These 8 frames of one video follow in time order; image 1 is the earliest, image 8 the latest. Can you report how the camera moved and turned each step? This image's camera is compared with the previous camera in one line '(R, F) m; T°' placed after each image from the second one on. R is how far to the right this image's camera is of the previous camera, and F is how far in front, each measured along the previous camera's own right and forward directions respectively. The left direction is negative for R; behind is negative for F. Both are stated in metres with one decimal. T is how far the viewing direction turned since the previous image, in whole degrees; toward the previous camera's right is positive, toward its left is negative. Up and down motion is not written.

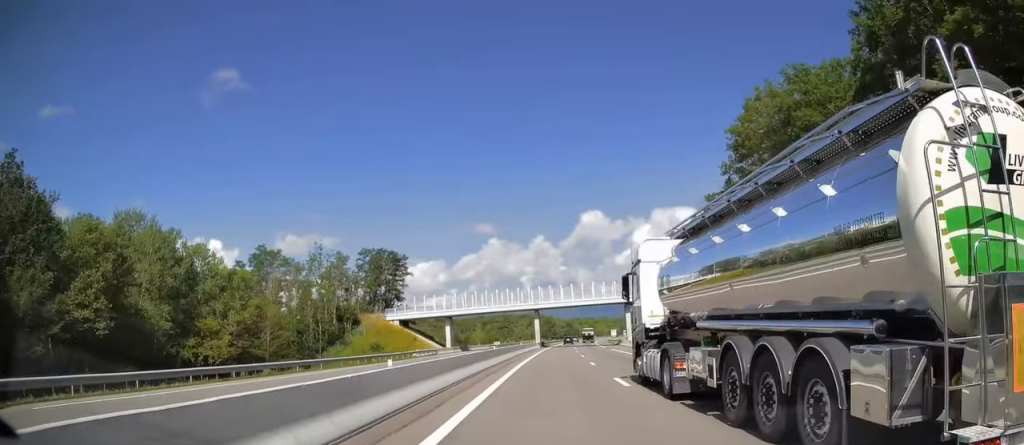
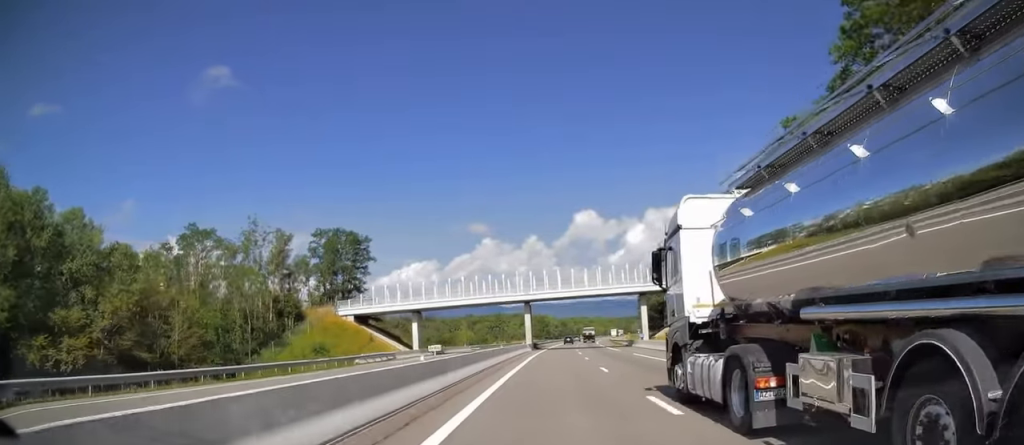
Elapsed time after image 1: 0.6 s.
(+0.3, +18.9) m; +1°
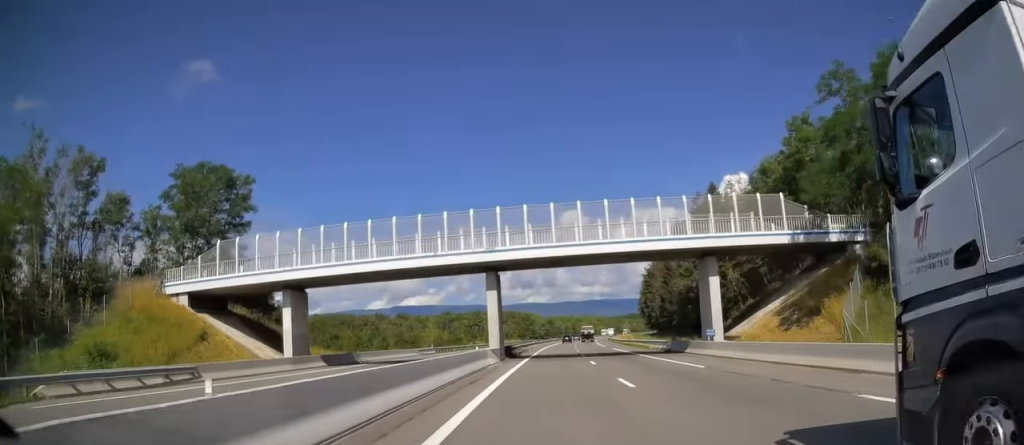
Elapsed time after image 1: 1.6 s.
(0.0, +33.0) m; +1°
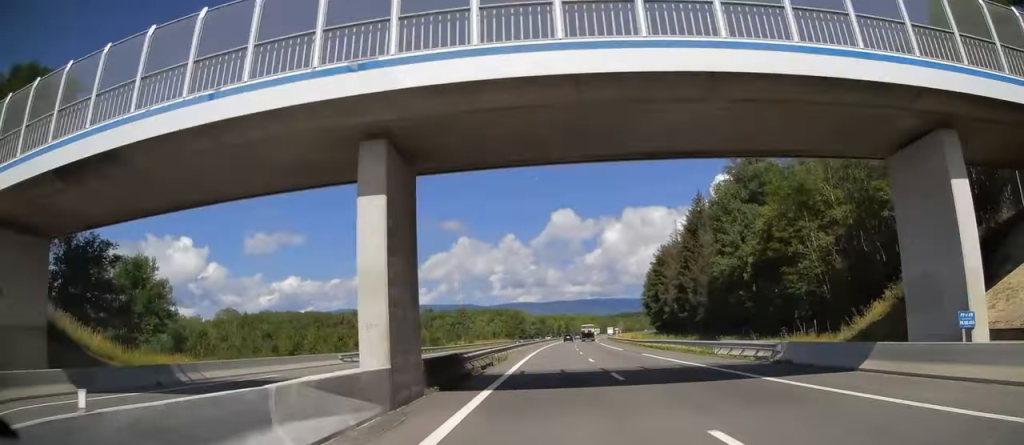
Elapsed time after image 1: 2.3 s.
(+0.4, +23.7) m; +1°
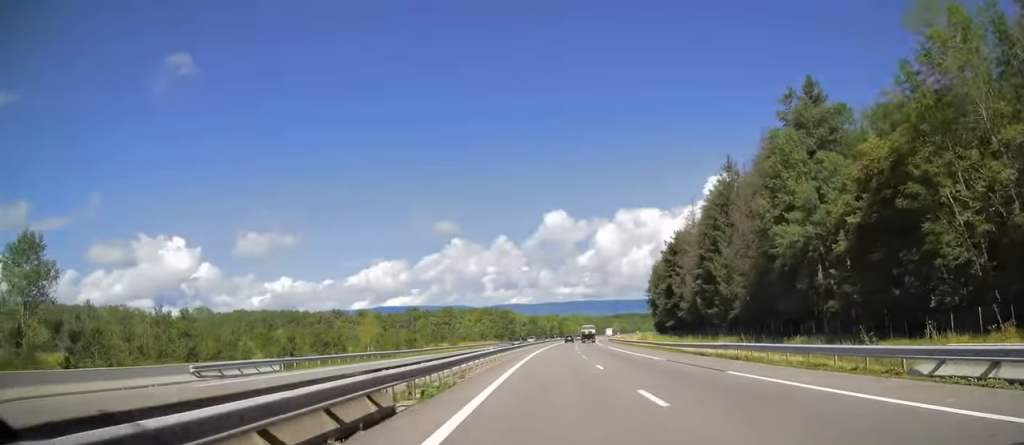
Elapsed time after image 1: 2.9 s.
(+0.2, +19.4) m; +1°
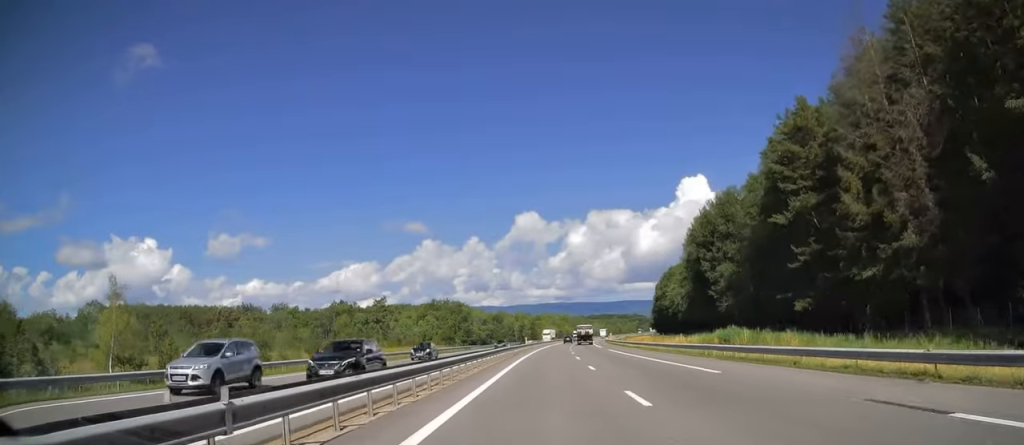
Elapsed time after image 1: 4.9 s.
(+1.8, +64.3) m; +3°
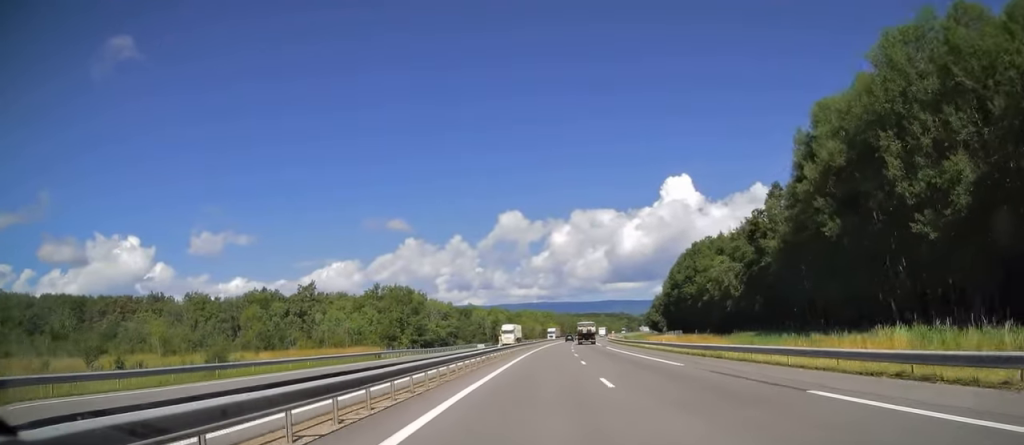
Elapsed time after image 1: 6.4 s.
(+0.6, +47.6) m; +1°
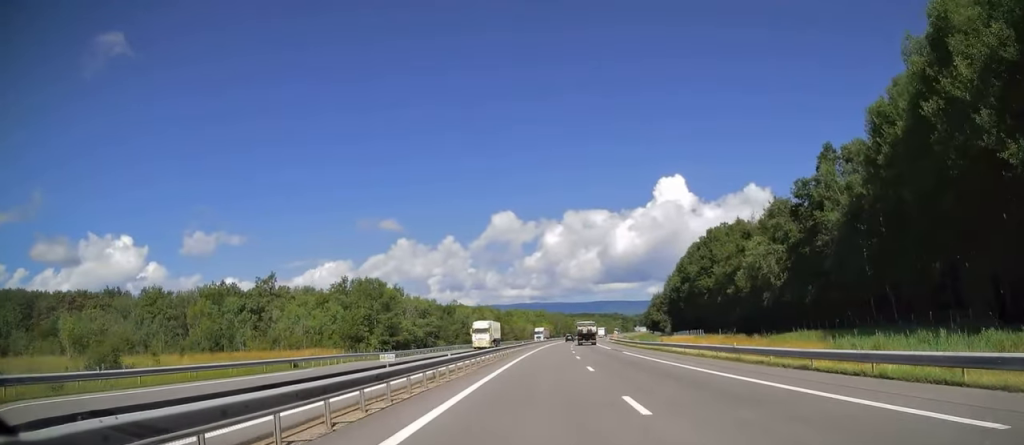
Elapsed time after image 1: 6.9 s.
(+0.1, +18.4) m; 0°
